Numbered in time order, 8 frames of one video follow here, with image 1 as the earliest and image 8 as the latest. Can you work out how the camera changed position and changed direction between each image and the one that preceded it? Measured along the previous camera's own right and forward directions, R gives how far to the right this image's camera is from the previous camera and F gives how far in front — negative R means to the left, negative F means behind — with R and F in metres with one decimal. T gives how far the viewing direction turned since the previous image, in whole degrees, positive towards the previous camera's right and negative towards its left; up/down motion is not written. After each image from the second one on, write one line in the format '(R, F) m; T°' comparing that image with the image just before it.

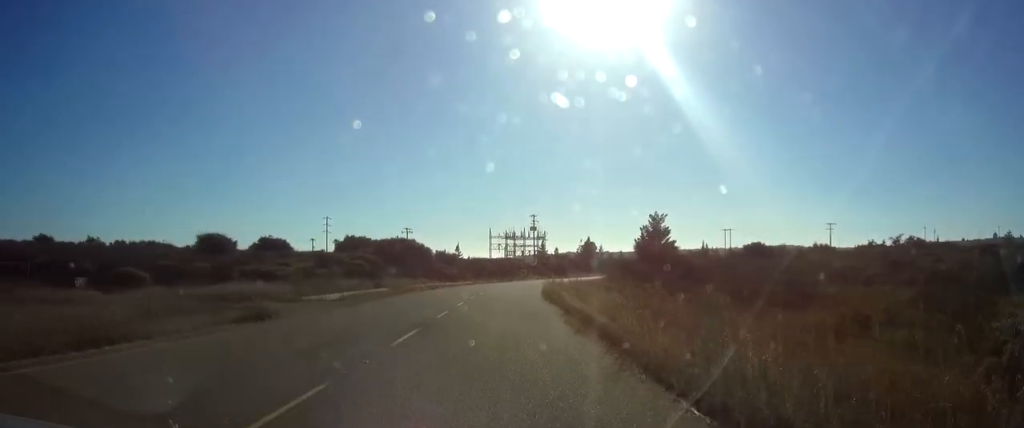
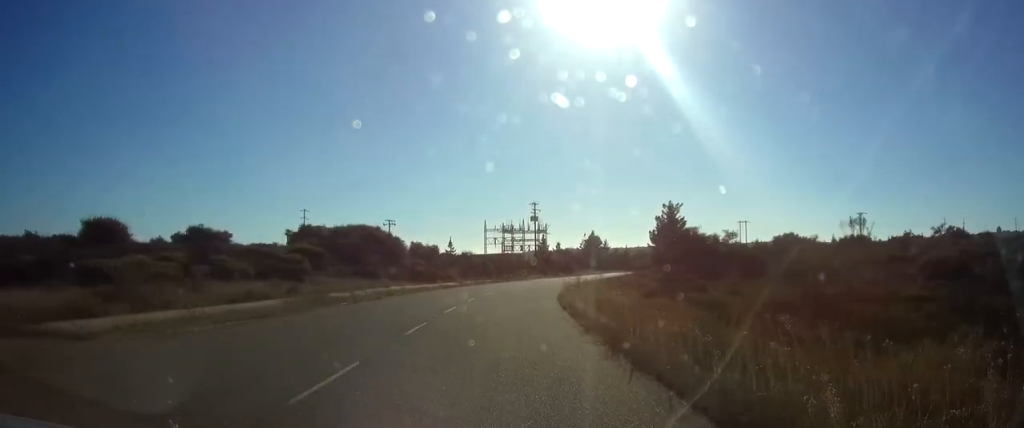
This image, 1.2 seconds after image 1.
(+0.2, +19.8) m; 0°
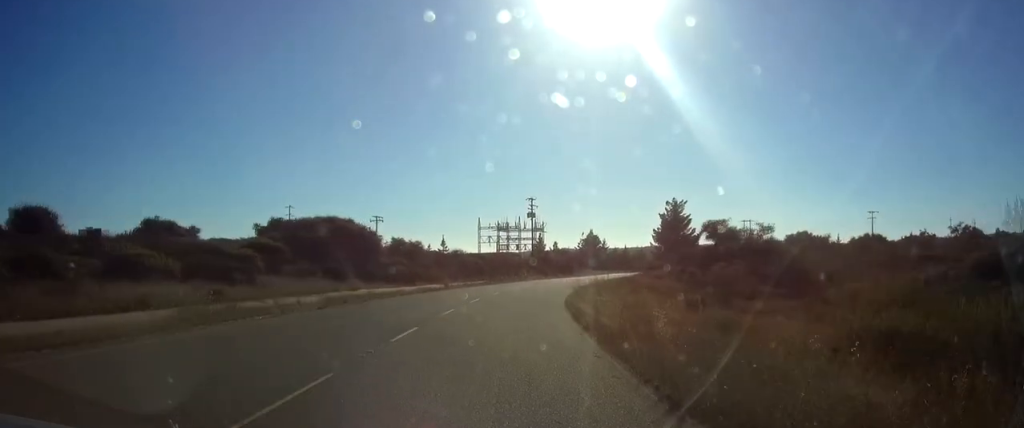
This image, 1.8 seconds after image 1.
(-0.1, +8.5) m; 0°
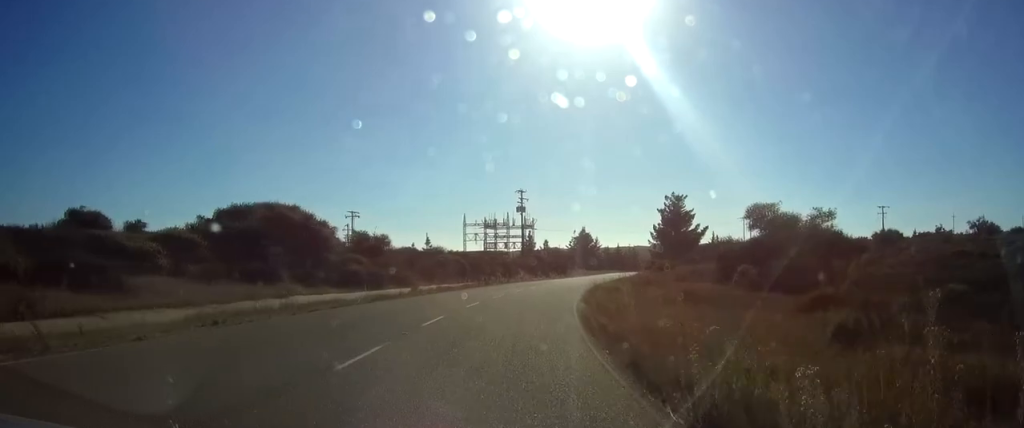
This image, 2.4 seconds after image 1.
(-0.2, +10.6) m; 0°
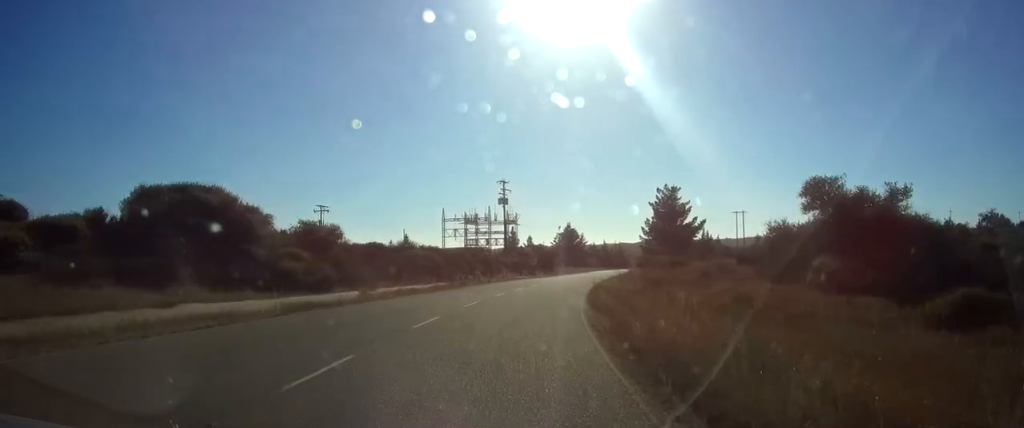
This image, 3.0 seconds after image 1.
(+0.2, +9.2) m; +3°
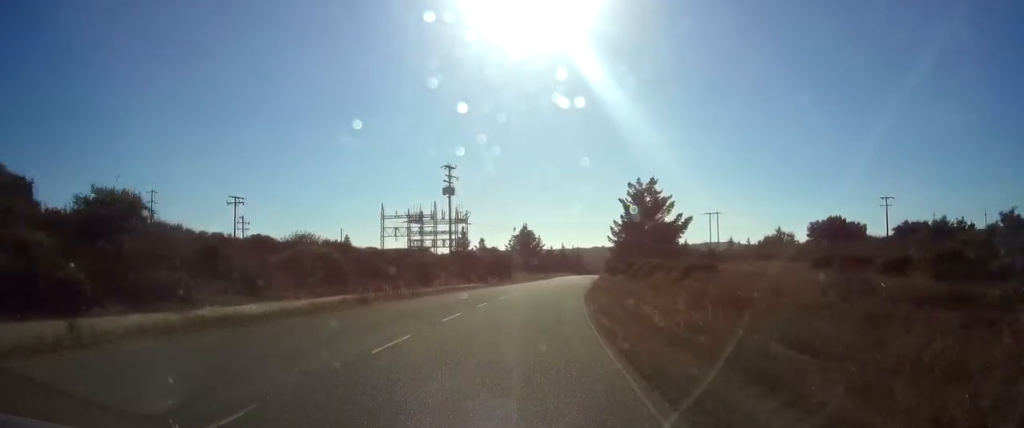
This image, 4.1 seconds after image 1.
(+1.1, +18.4) m; +5°
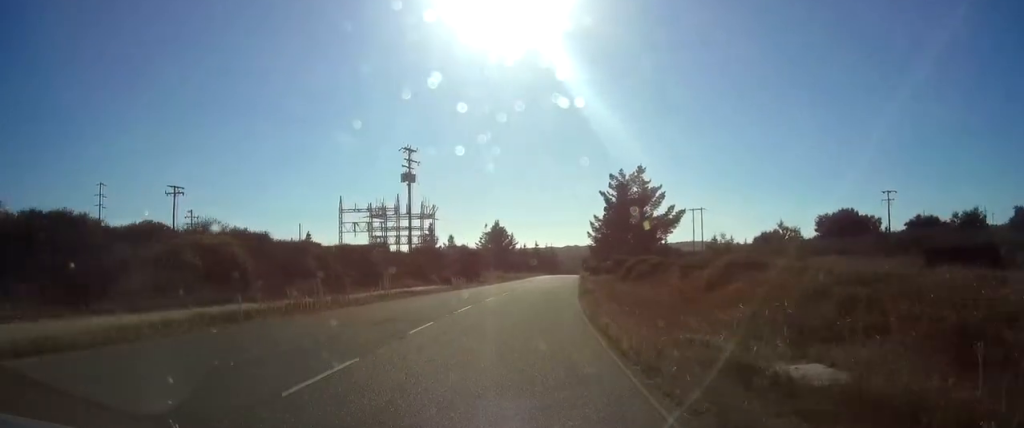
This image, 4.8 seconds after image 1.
(+0.2, +10.8) m; +2°
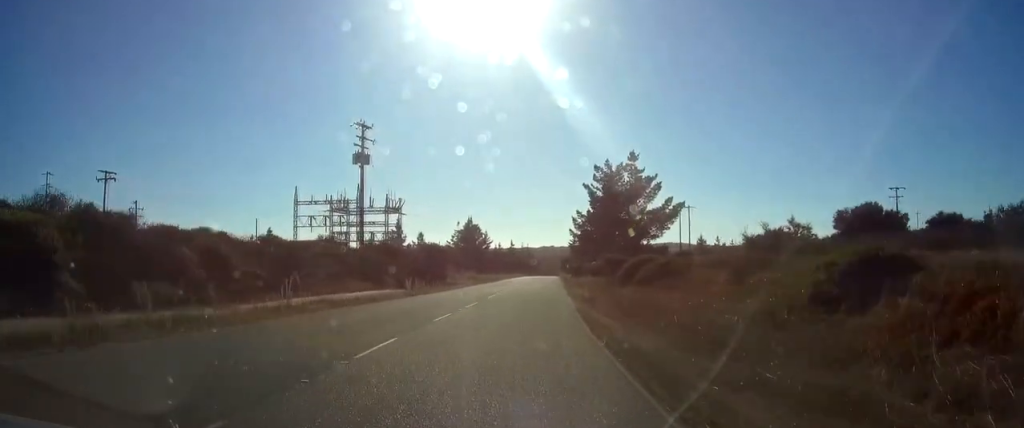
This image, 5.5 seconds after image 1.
(0.0, +11.4) m; +1°
